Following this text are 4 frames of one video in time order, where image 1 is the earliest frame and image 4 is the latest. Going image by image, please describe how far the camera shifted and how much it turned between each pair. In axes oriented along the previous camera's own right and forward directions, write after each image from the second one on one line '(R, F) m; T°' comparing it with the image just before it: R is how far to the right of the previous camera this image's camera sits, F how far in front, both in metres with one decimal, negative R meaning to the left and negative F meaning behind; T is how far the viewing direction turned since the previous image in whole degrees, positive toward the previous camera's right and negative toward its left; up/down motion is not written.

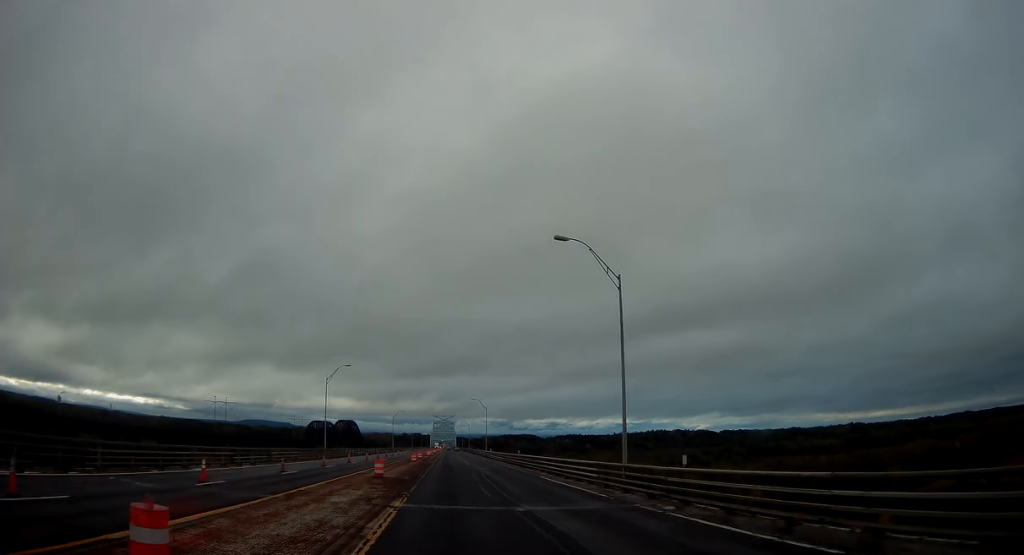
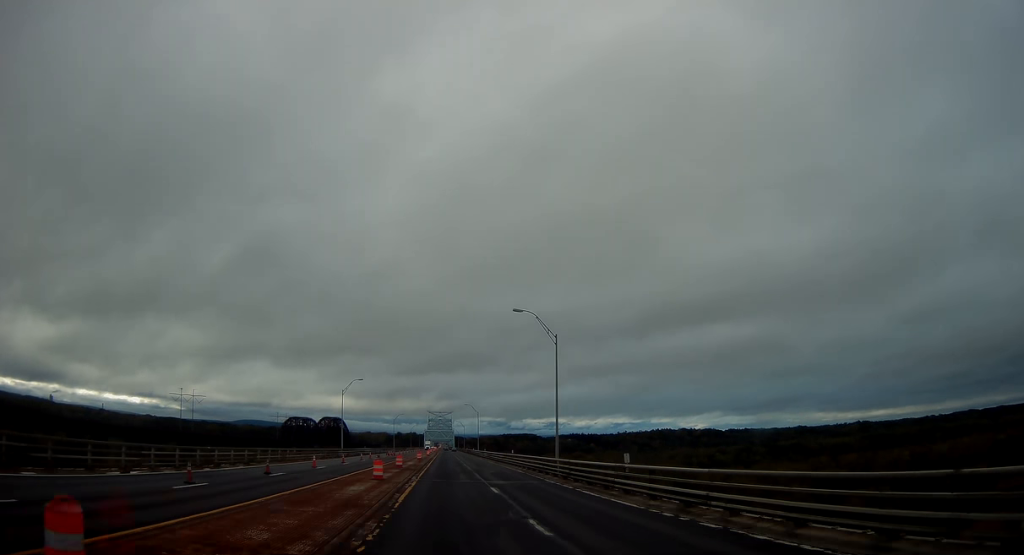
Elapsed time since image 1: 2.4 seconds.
(-0.5, +74.6) m; 0°
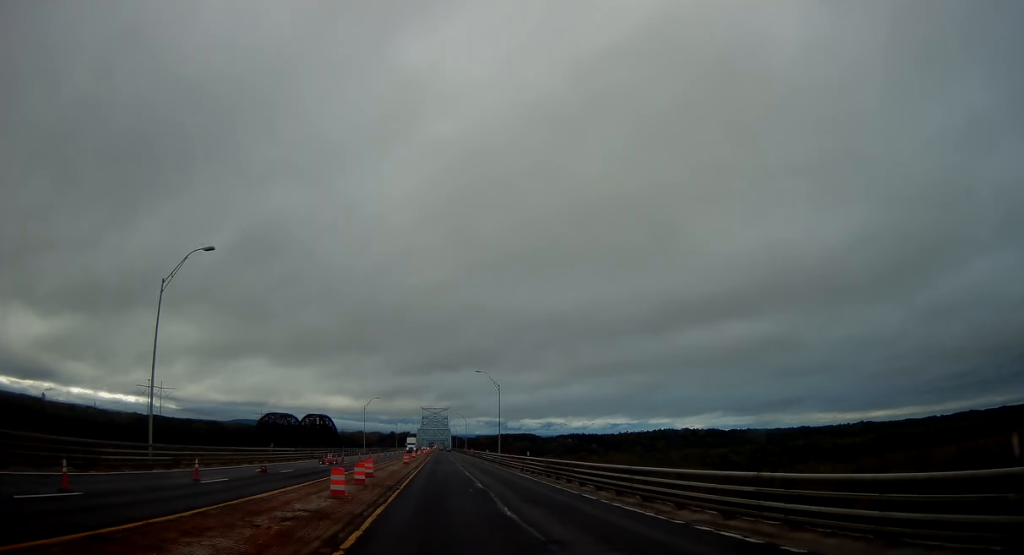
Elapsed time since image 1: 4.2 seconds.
(+0.3, +56.7) m; 0°
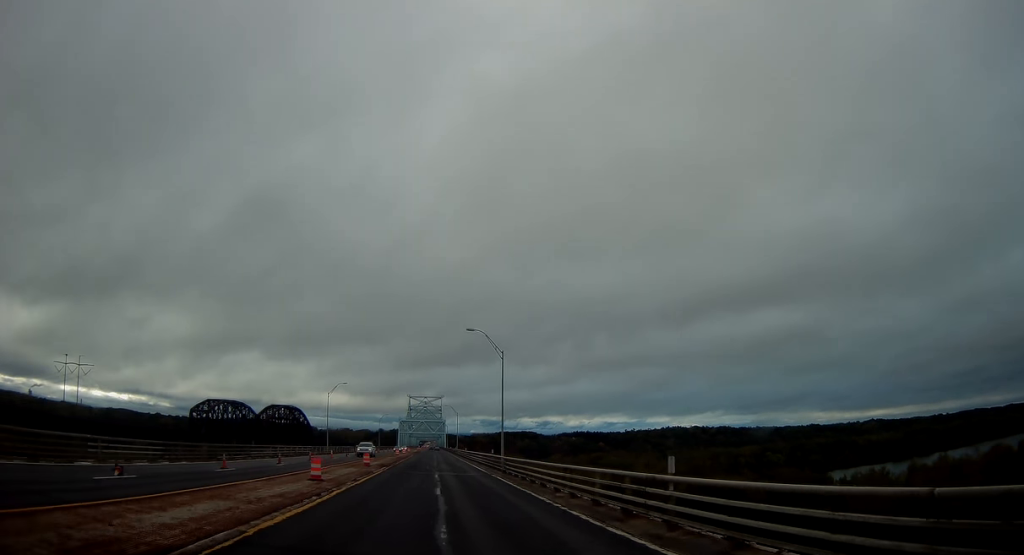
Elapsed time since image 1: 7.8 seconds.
(+1.0, +113.7) m; +1°
